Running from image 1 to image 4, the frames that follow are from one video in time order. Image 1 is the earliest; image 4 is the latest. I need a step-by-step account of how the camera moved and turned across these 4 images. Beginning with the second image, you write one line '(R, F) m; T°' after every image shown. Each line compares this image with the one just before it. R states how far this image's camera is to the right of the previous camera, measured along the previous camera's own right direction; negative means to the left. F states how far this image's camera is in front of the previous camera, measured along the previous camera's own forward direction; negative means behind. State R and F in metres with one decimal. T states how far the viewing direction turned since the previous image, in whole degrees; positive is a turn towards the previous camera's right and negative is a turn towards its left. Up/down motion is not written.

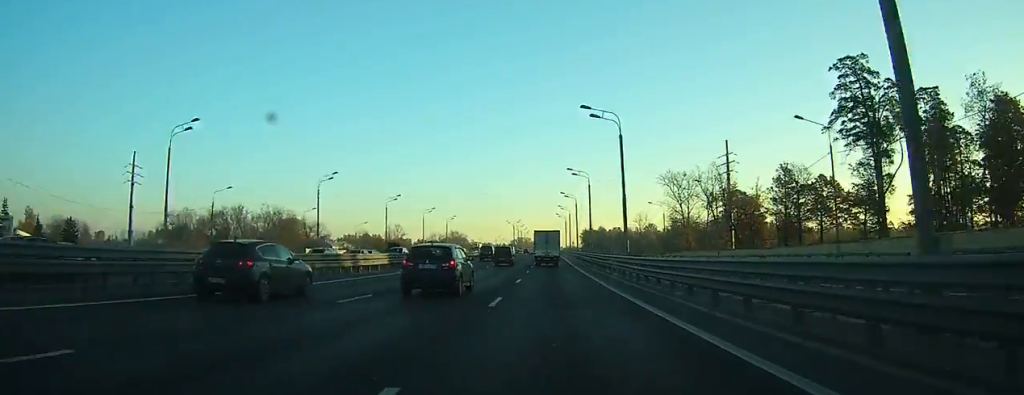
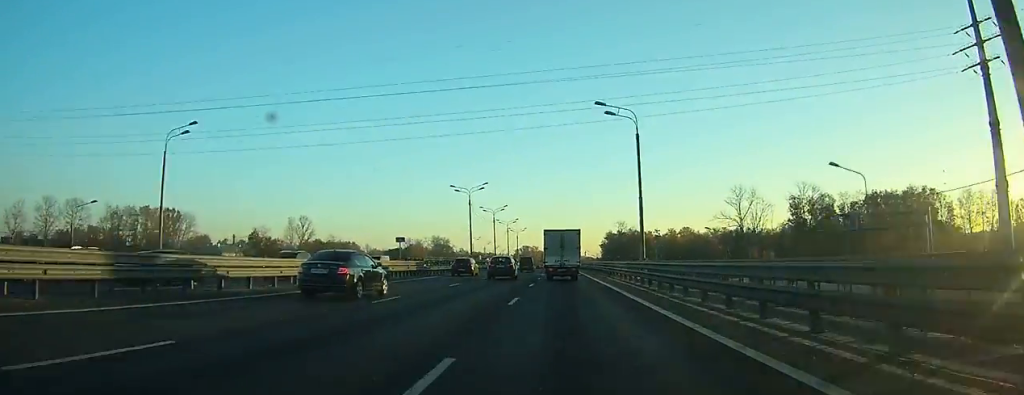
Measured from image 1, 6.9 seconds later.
(-1.6, +132.7) m; -2°
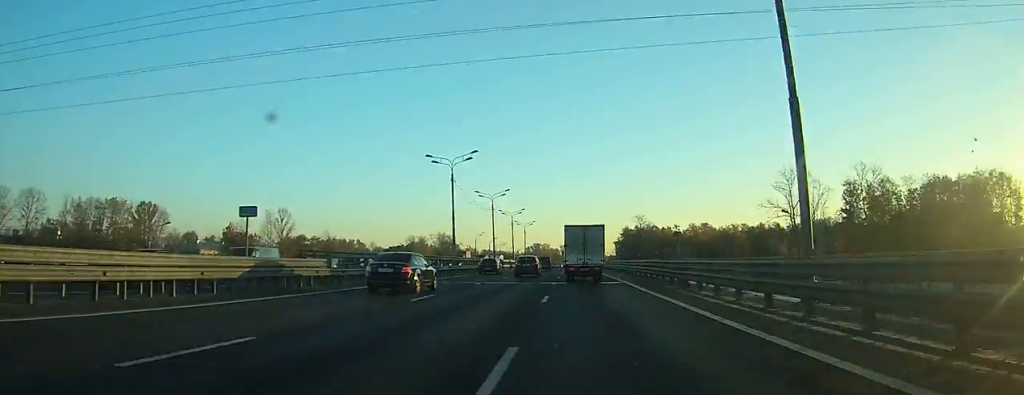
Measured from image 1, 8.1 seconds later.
(-0.2, +22.3) m; -1°
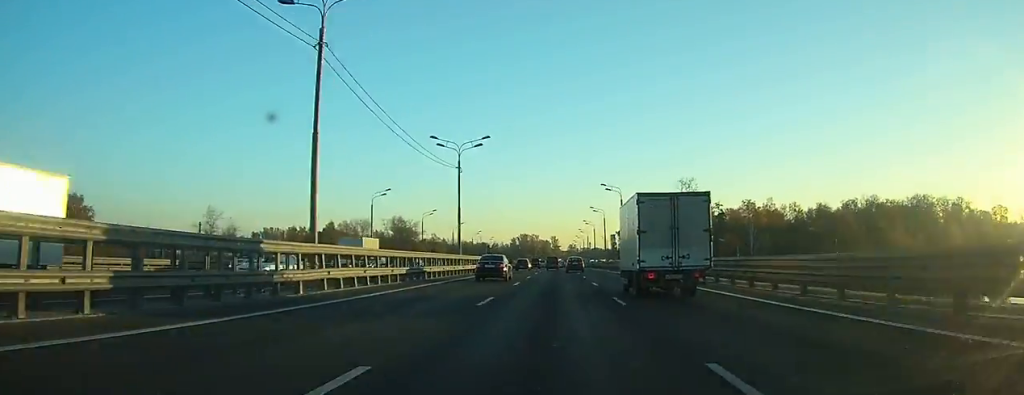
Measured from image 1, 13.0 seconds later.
(+0.1, +97.6) m; +1°
